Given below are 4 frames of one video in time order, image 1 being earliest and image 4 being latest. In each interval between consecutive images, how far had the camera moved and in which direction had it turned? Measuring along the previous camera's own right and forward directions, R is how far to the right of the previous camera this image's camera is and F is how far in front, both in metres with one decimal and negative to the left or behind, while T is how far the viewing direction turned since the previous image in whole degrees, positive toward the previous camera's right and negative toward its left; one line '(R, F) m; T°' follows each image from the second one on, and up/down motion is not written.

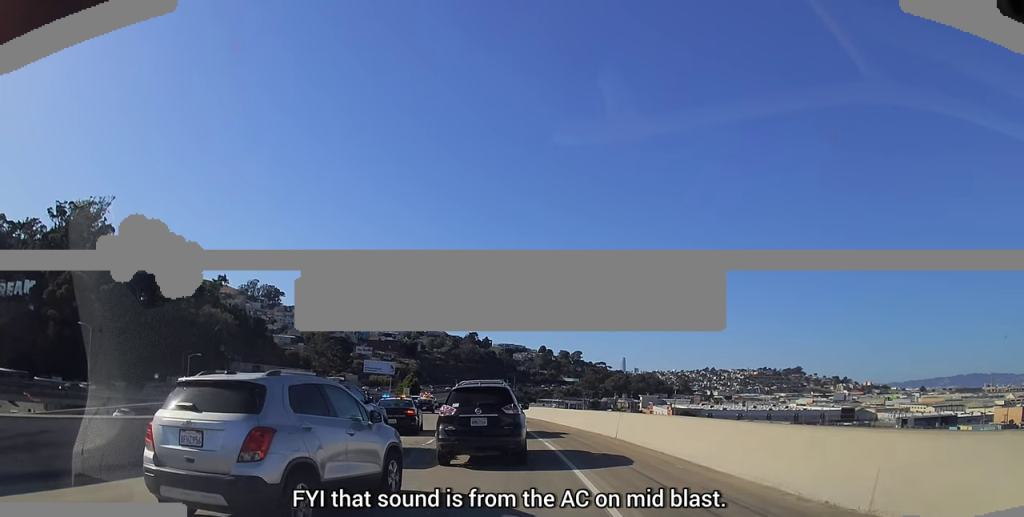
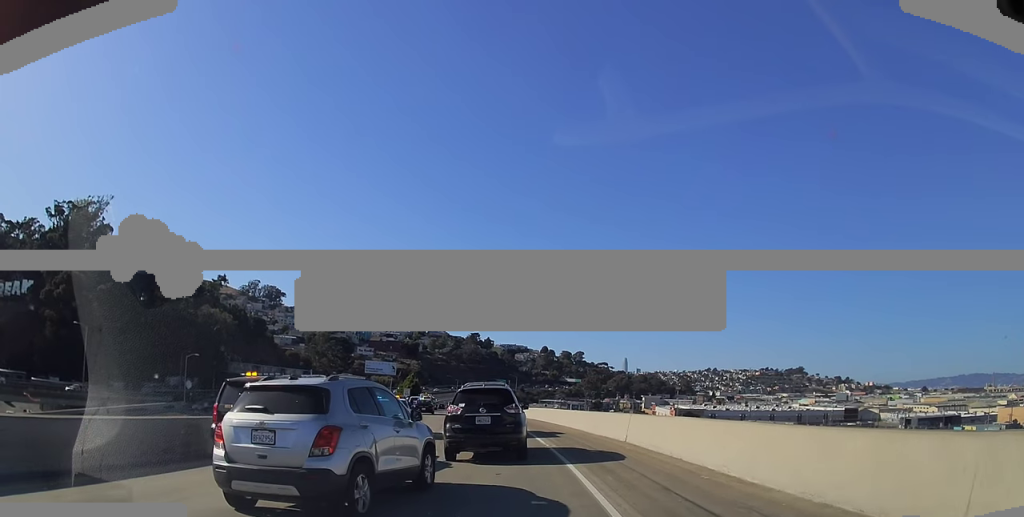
(0.0, +1.3) m; 0°
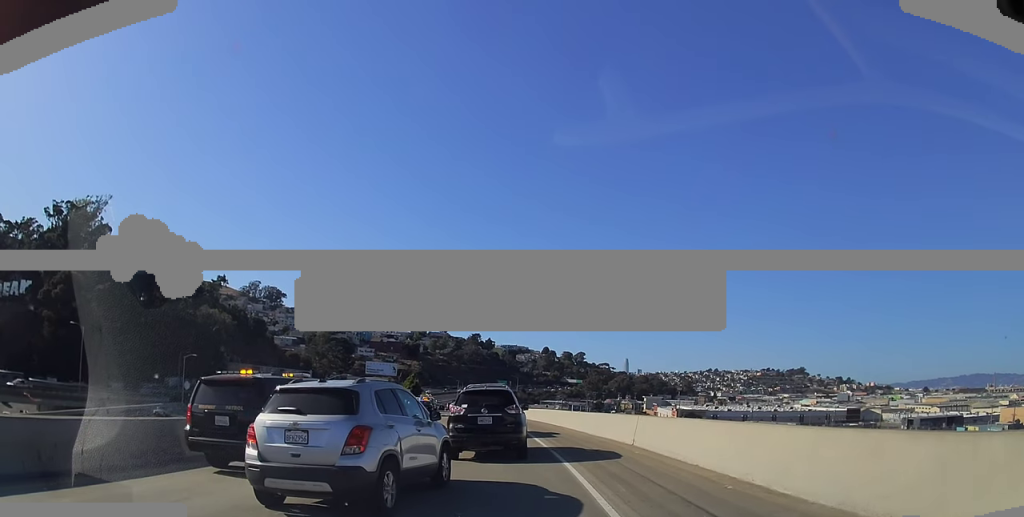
(0.0, +0.8) m; 0°
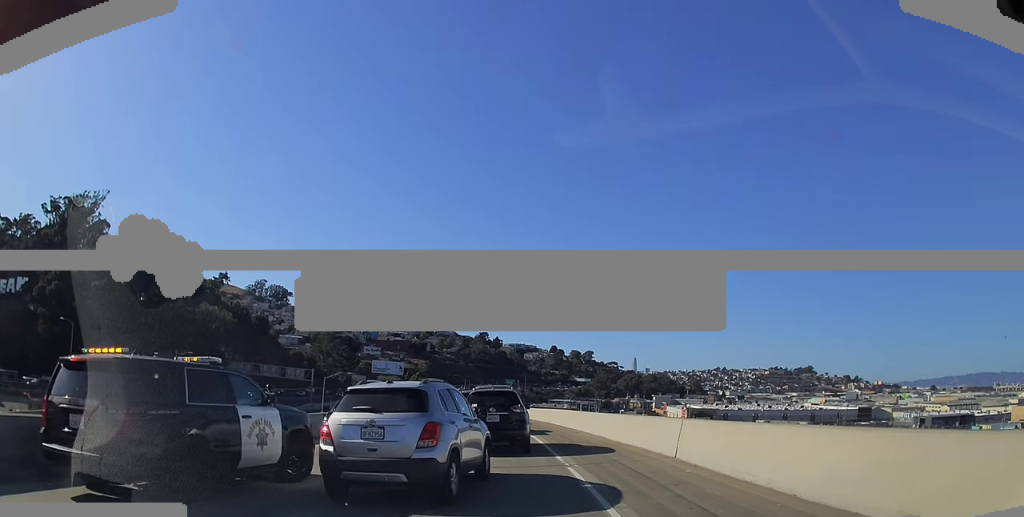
(0.0, +3.2) m; 0°
